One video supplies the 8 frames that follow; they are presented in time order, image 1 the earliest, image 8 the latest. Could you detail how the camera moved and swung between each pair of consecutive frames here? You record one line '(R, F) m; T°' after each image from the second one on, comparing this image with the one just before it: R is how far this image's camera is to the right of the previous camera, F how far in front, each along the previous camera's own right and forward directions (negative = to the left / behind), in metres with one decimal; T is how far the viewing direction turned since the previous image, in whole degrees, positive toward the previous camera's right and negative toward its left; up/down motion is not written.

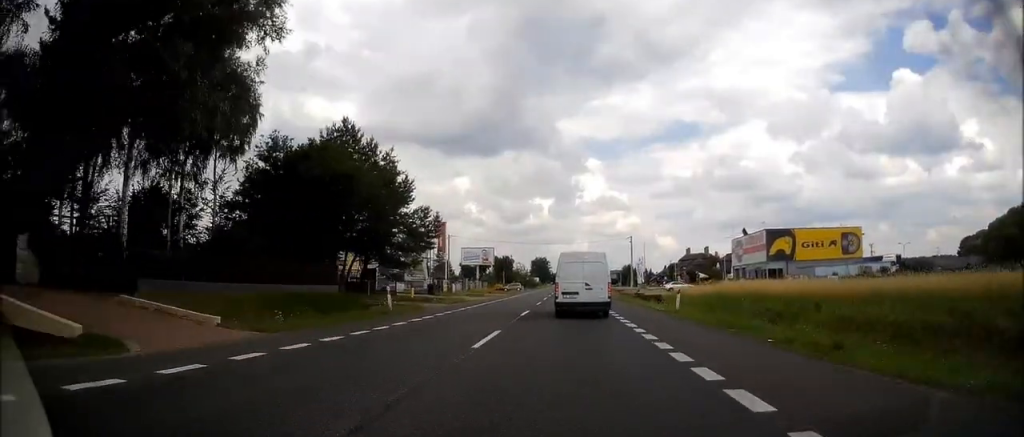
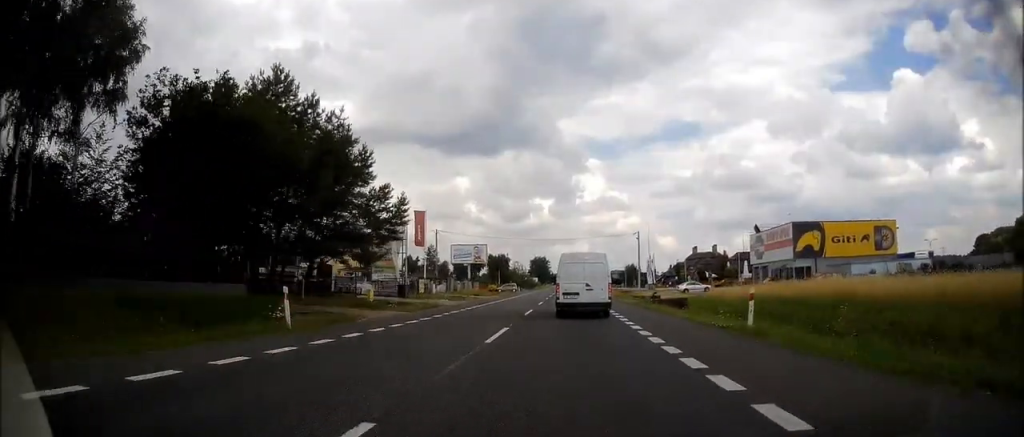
(+0.2, +10.8) m; 0°
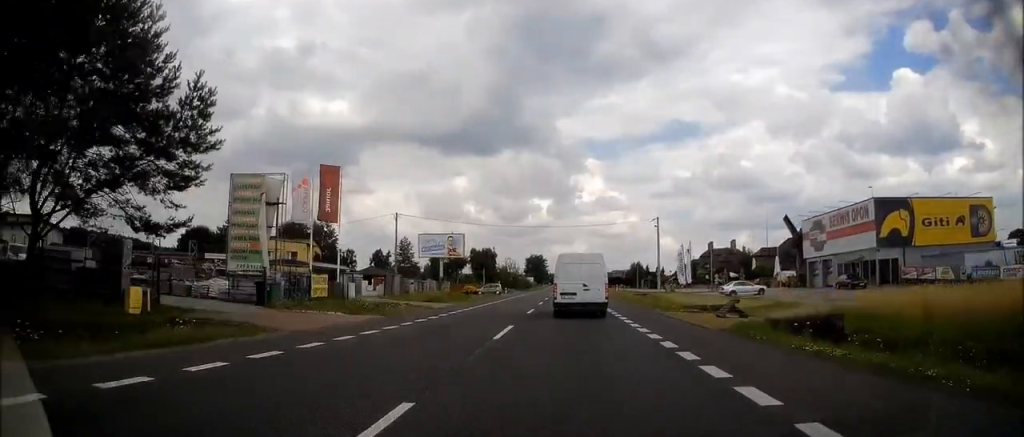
(-0.2, +23.2) m; 0°
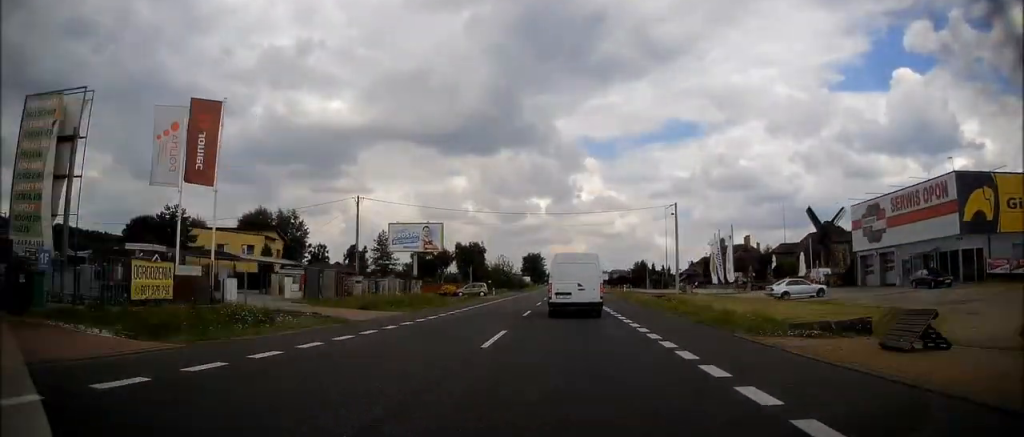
(+0.3, +14.2) m; +1°
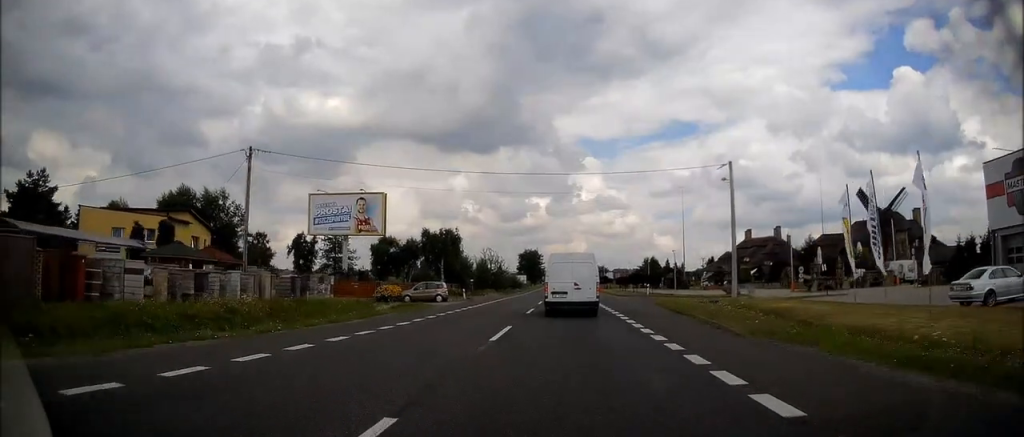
(0.0, +22.8) m; -1°
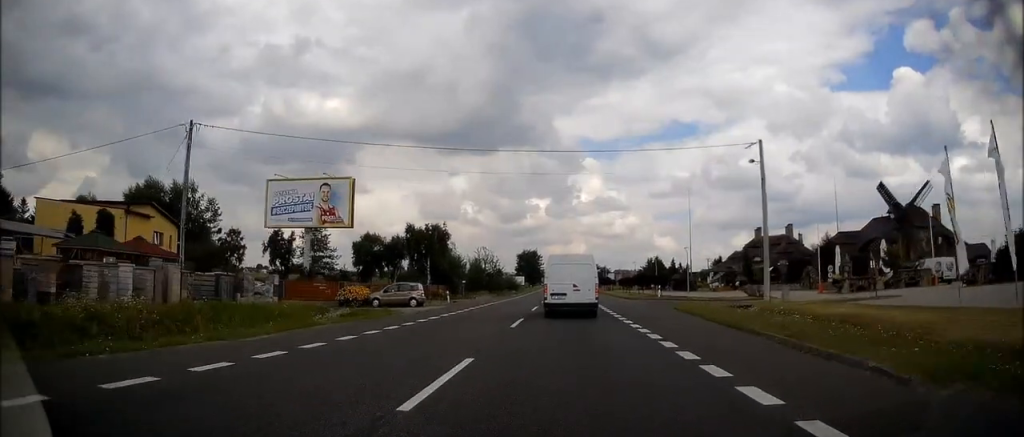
(-0.2, +7.4) m; 0°
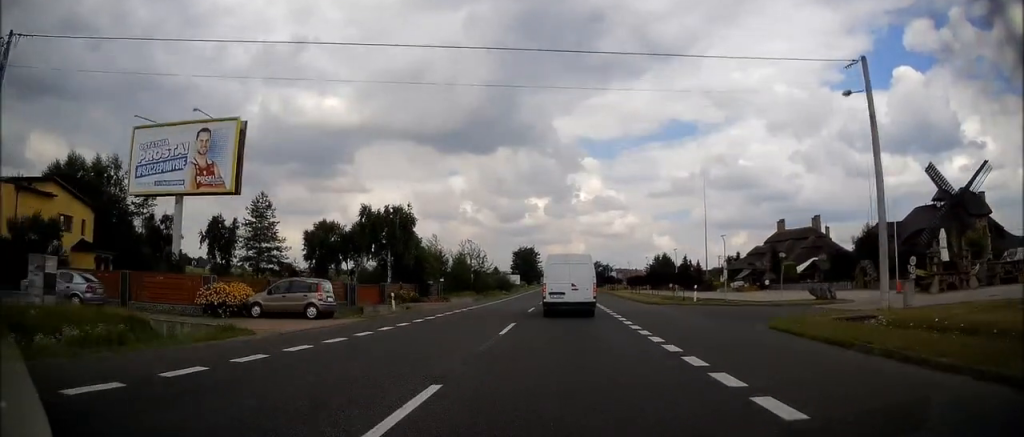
(0.0, +14.8) m; 0°
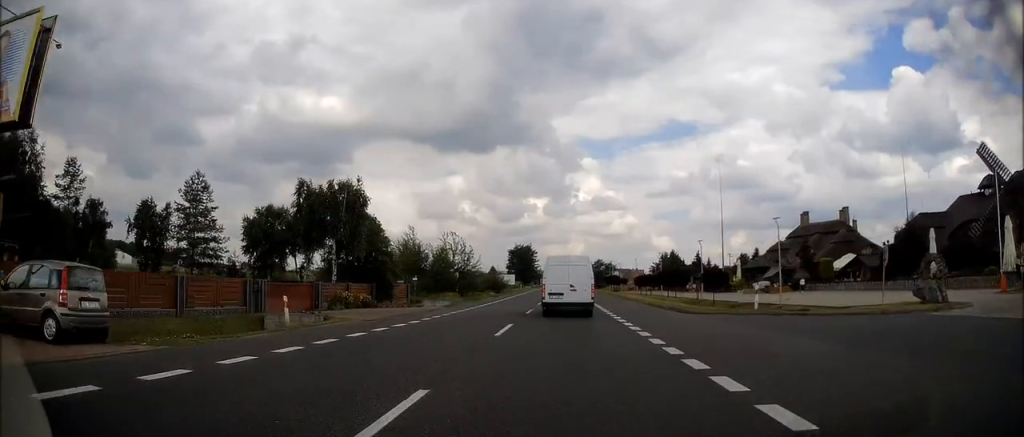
(+0.2, +12.5) m; 0°
